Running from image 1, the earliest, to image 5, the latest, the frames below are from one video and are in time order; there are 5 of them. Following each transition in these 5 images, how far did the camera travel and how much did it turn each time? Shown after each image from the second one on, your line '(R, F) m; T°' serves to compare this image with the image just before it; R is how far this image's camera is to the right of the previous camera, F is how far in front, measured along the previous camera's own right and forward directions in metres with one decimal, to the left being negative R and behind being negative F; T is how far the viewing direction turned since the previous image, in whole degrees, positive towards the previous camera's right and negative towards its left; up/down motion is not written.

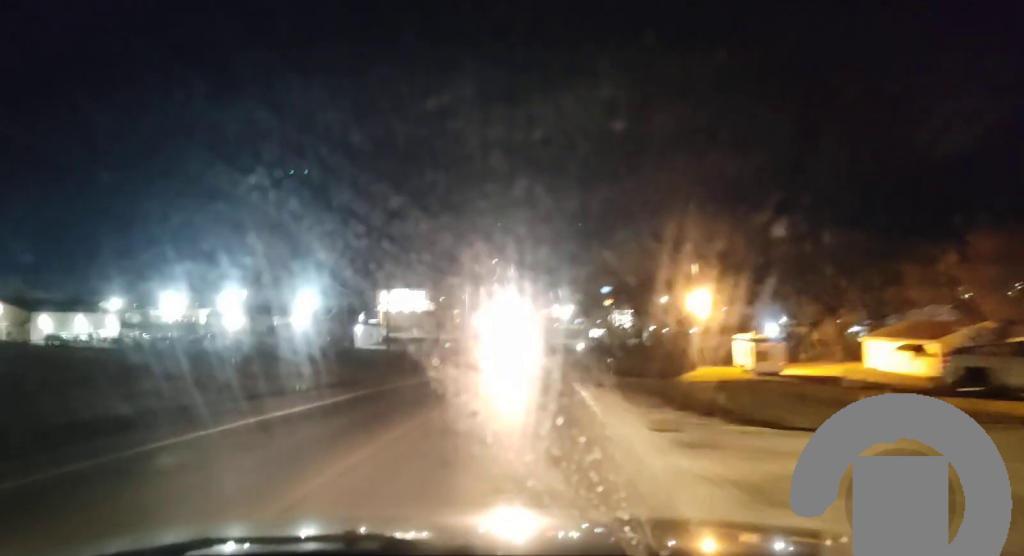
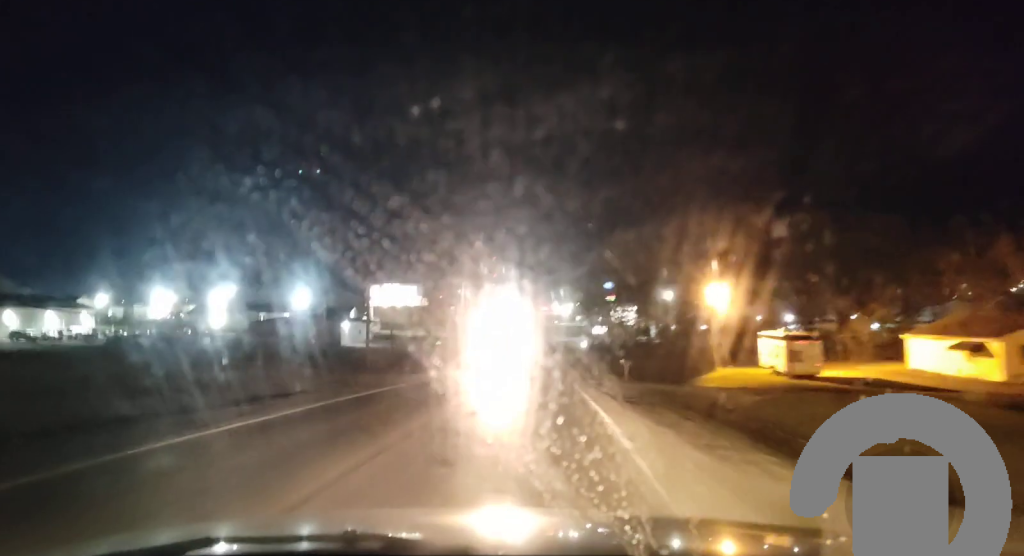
(+0.1, +9.4) m; 0°
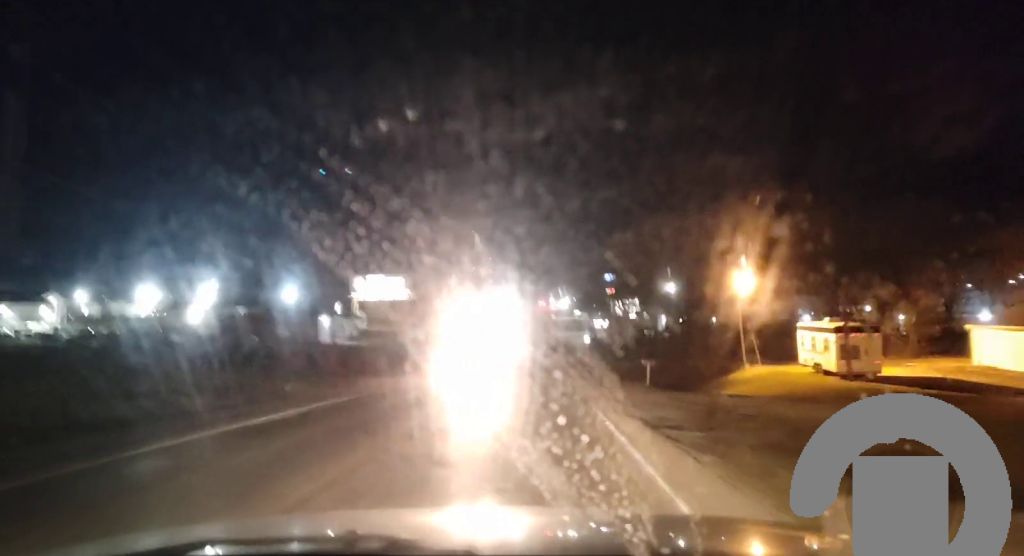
(+0.1, +11.1) m; +1°
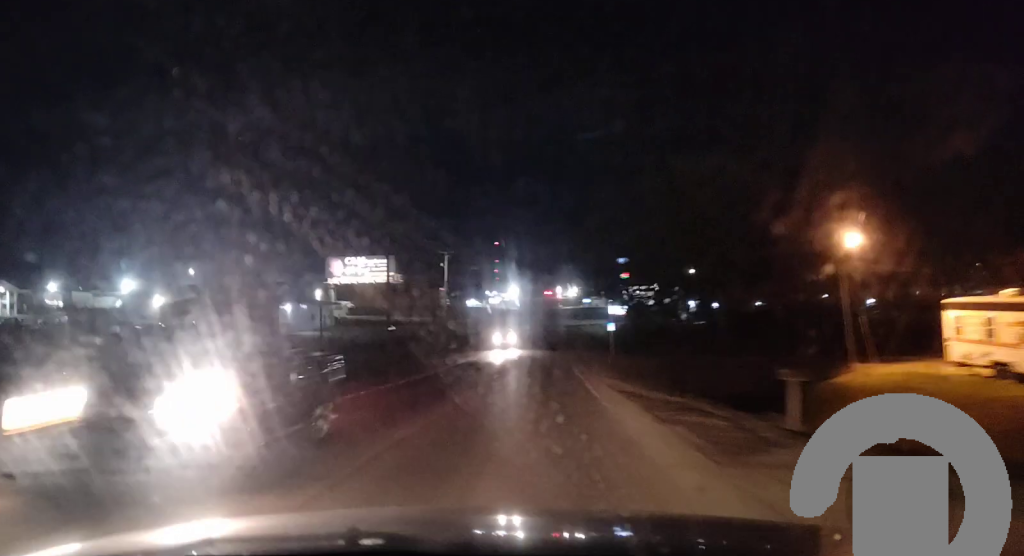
(-0.1, +21.6) m; -1°
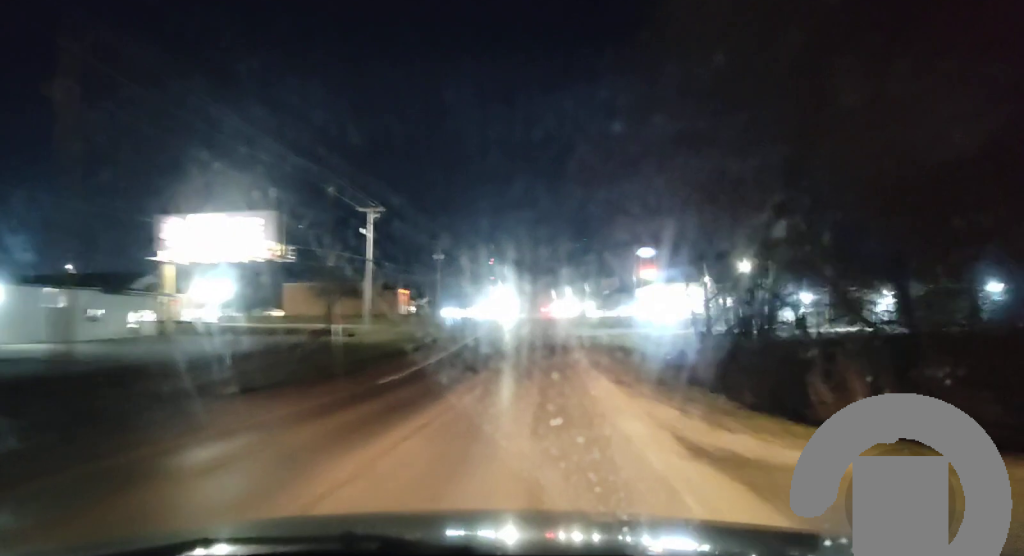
(-0.3, +55.2) m; 0°
